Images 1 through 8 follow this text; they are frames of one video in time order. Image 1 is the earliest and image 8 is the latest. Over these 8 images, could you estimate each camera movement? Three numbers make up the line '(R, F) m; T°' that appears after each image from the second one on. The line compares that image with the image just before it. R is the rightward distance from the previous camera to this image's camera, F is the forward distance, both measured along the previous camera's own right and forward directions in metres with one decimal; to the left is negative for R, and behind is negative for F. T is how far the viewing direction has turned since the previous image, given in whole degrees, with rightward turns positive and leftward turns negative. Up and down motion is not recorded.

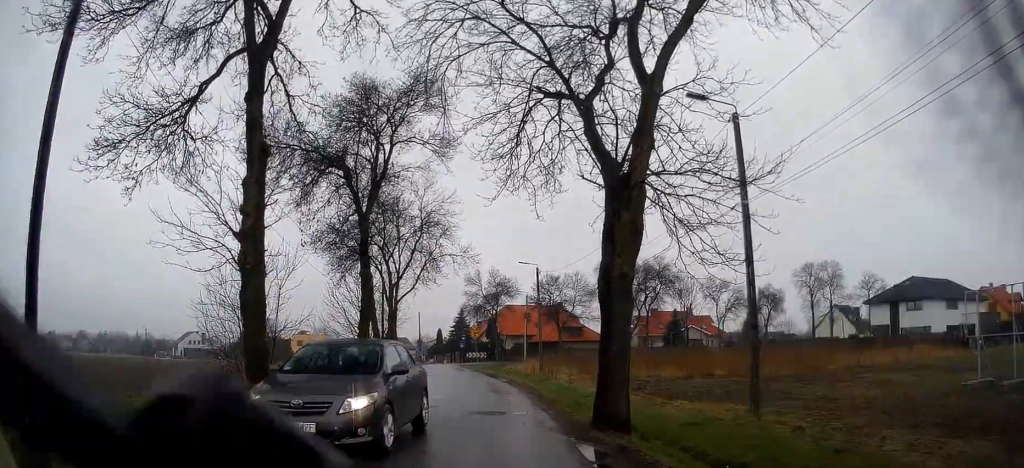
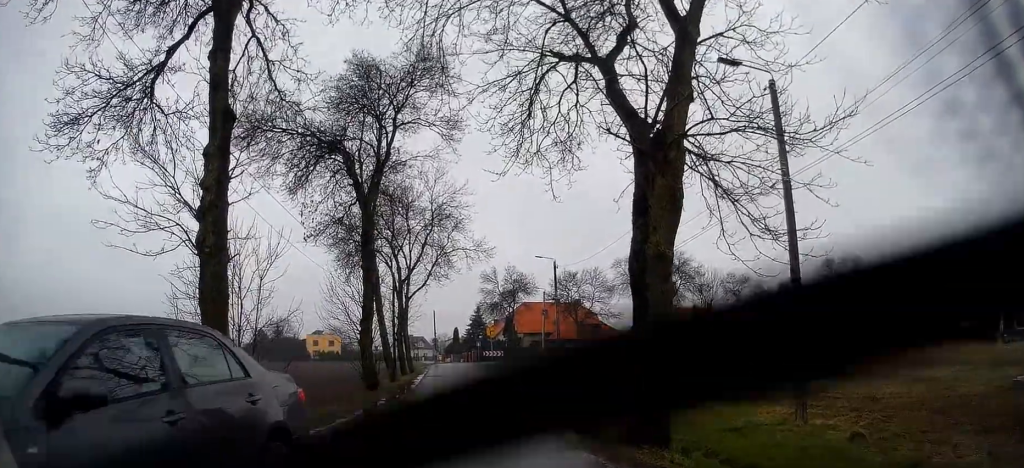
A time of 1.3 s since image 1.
(-0.1, +2.3) m; -5°
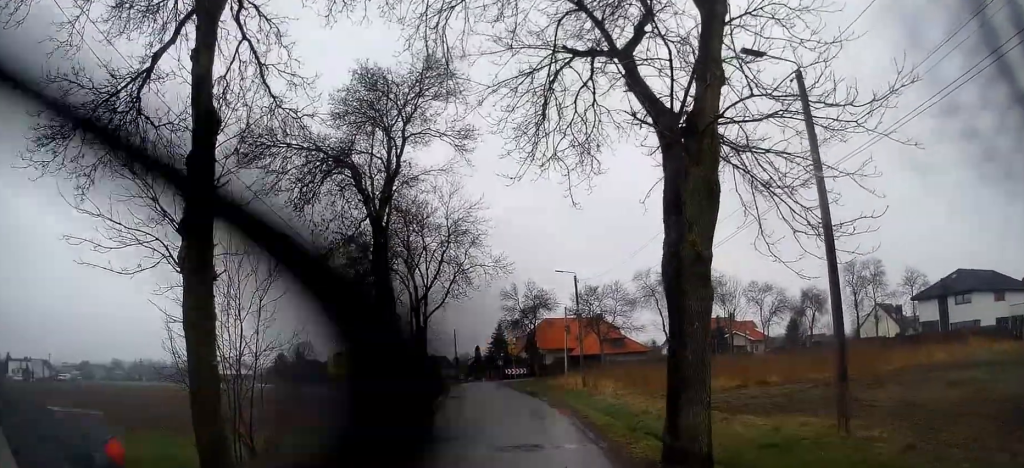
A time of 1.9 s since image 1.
(0.0, +1.0) m; -1°
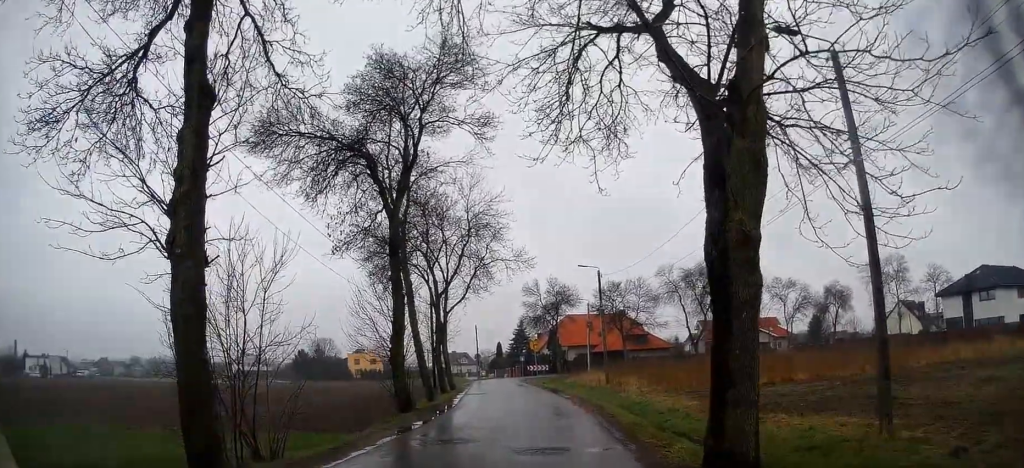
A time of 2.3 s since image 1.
(0.0, +0.9) m; -2°
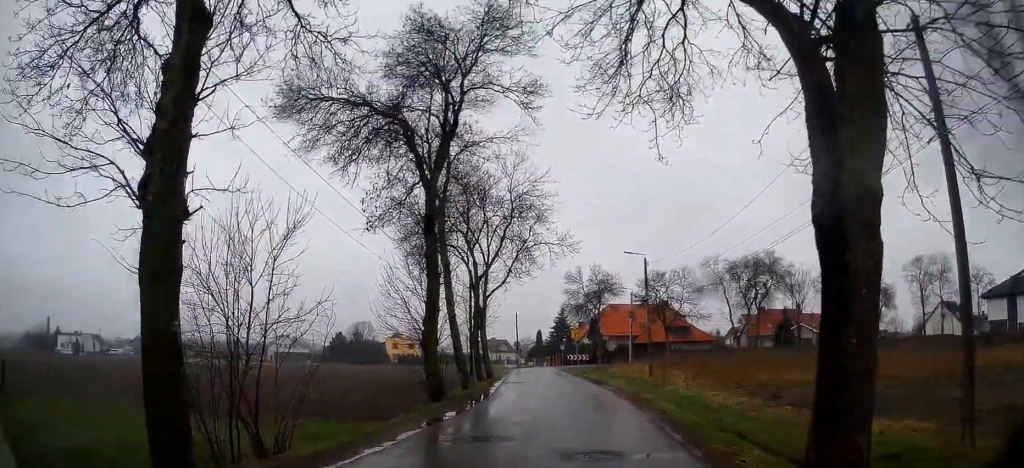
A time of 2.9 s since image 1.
(+0.1, +1.3) m; -4°
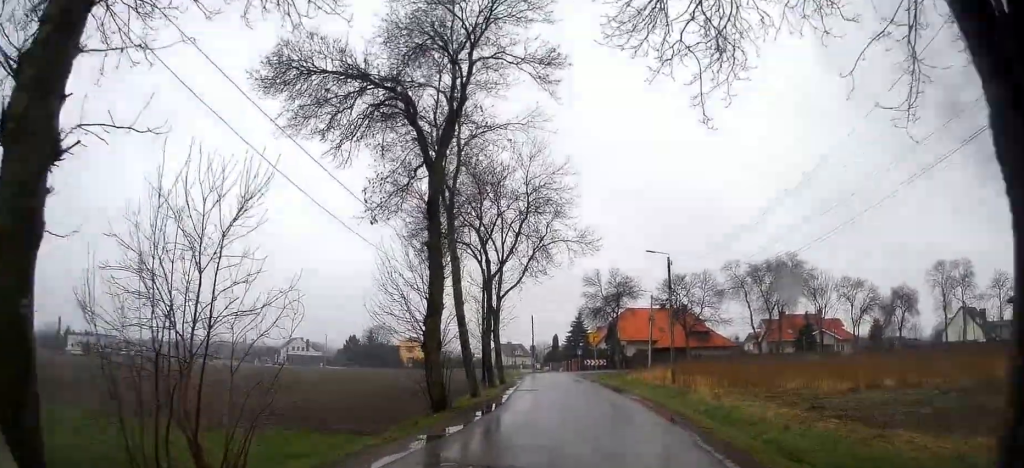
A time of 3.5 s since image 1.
(-0.2, +2.2) m; +1°
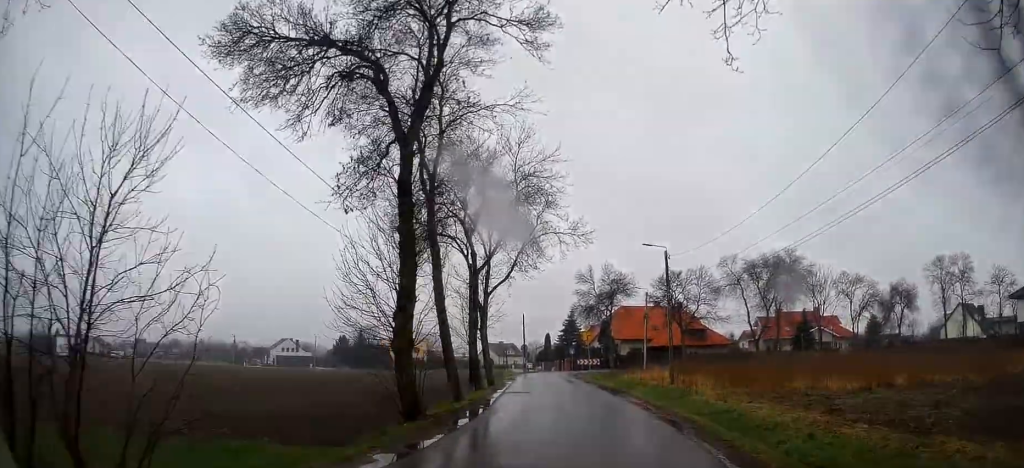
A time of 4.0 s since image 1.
(-0.2, +1.7) m; +1°
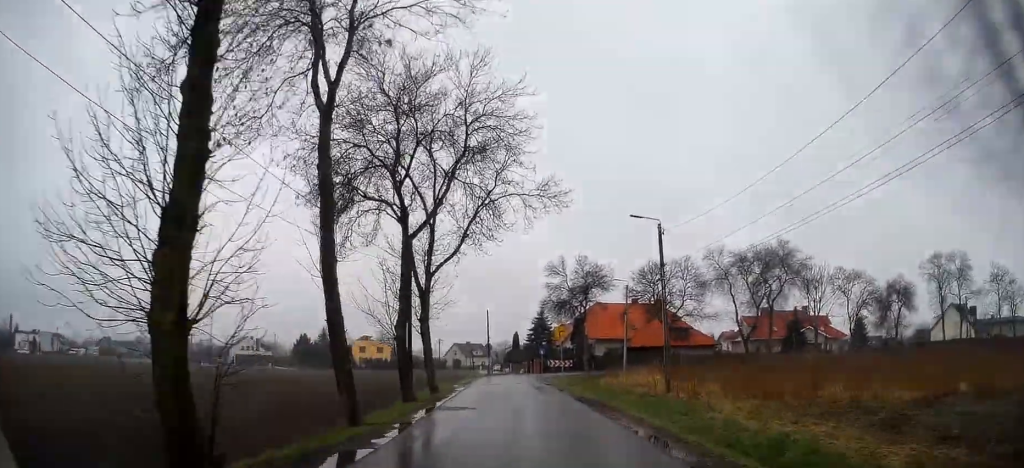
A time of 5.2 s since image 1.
(+0.5, +6.7) m; +3°
